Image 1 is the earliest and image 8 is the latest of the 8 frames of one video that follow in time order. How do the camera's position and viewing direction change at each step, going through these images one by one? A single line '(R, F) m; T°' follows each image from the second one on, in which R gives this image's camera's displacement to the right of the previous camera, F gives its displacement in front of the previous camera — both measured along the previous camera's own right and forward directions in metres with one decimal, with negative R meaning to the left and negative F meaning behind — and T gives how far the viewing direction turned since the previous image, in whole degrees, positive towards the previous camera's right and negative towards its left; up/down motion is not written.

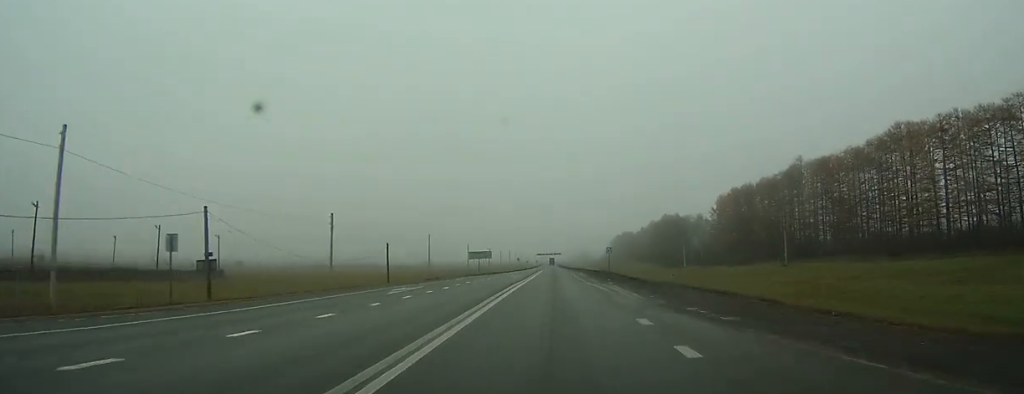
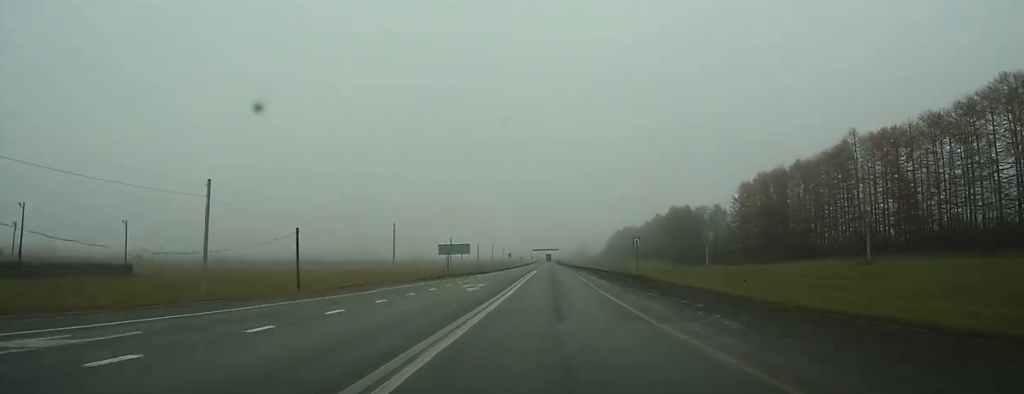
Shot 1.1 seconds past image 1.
(-0.1, +23.7) m; 0°
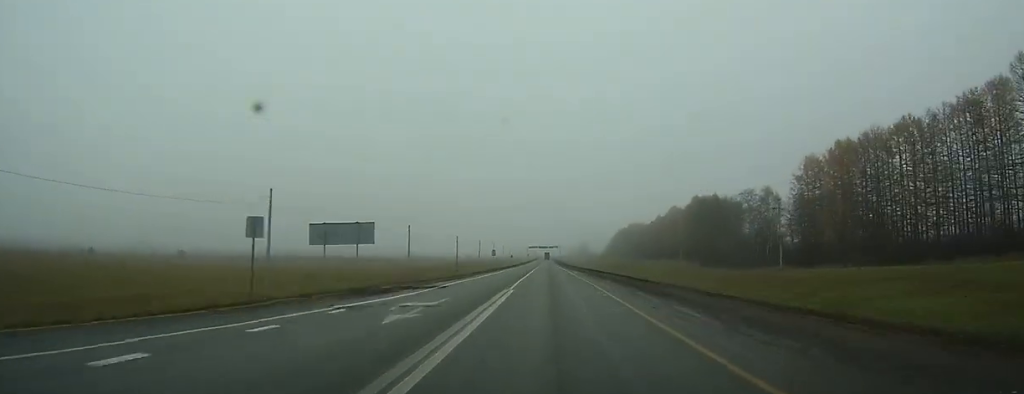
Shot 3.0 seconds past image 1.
(-0.1, +41.4) m; 0°
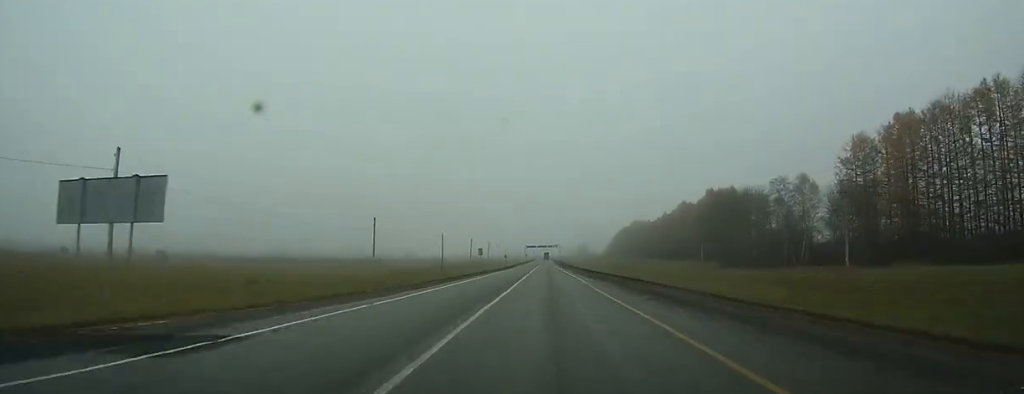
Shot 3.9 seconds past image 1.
(0.0, +19.8) m; 0°
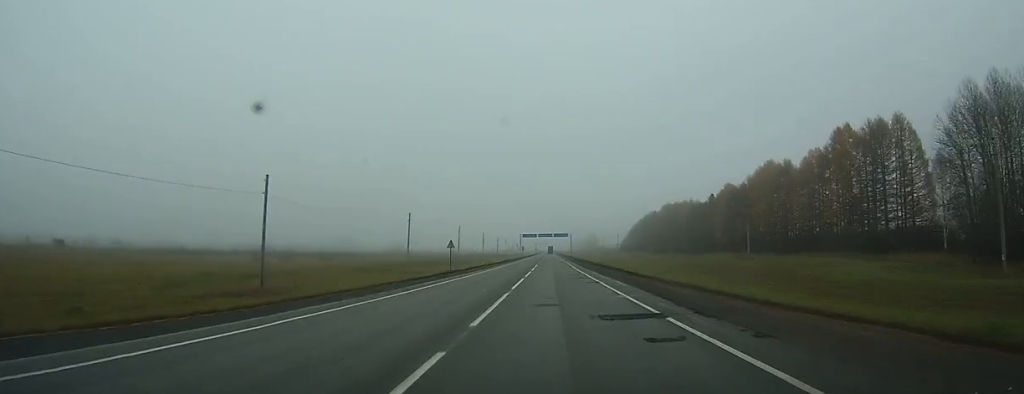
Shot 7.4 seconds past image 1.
(-0.2, +81.1) m; 0°
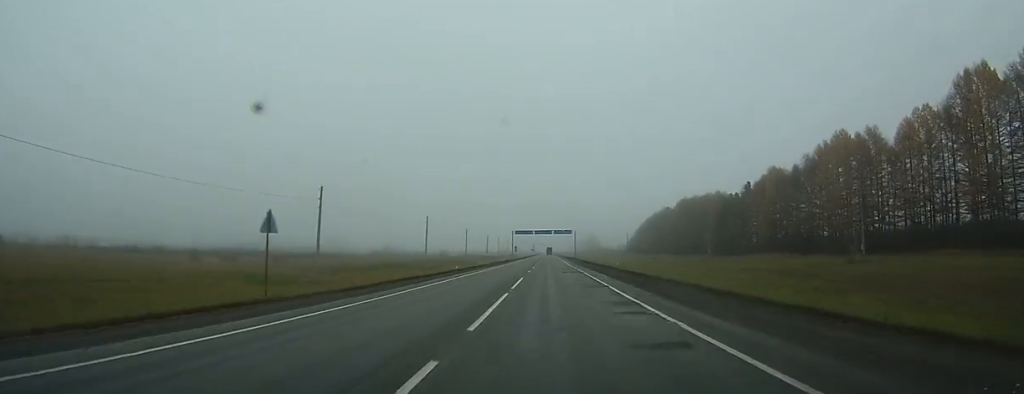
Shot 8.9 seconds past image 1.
(0.0, +34.2) m; 0°
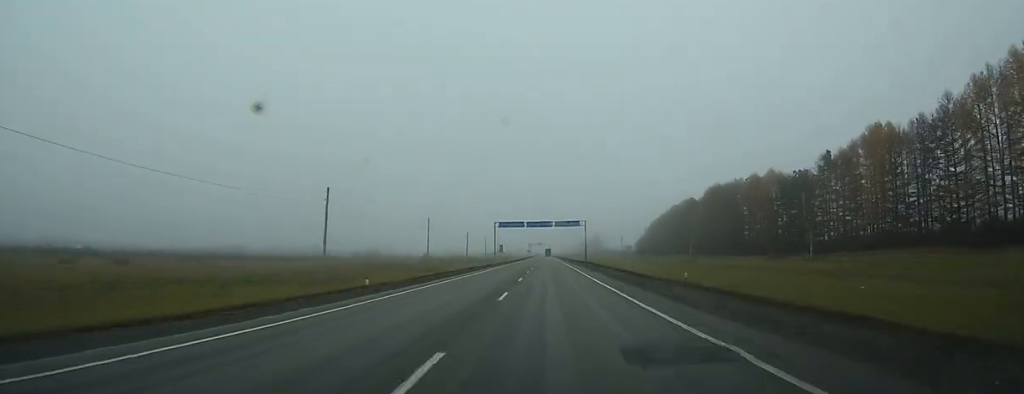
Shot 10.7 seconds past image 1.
(+0.1, +45.6) m; 0°
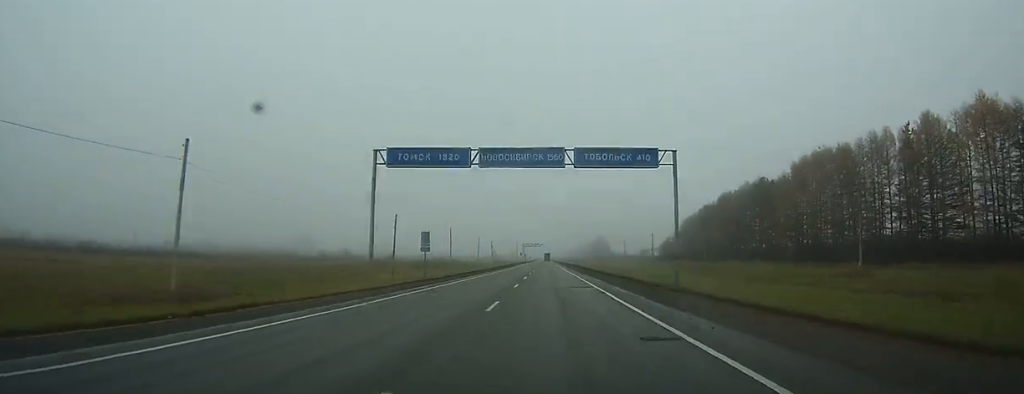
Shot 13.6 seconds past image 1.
(0.0, +78.3) m; 0°
